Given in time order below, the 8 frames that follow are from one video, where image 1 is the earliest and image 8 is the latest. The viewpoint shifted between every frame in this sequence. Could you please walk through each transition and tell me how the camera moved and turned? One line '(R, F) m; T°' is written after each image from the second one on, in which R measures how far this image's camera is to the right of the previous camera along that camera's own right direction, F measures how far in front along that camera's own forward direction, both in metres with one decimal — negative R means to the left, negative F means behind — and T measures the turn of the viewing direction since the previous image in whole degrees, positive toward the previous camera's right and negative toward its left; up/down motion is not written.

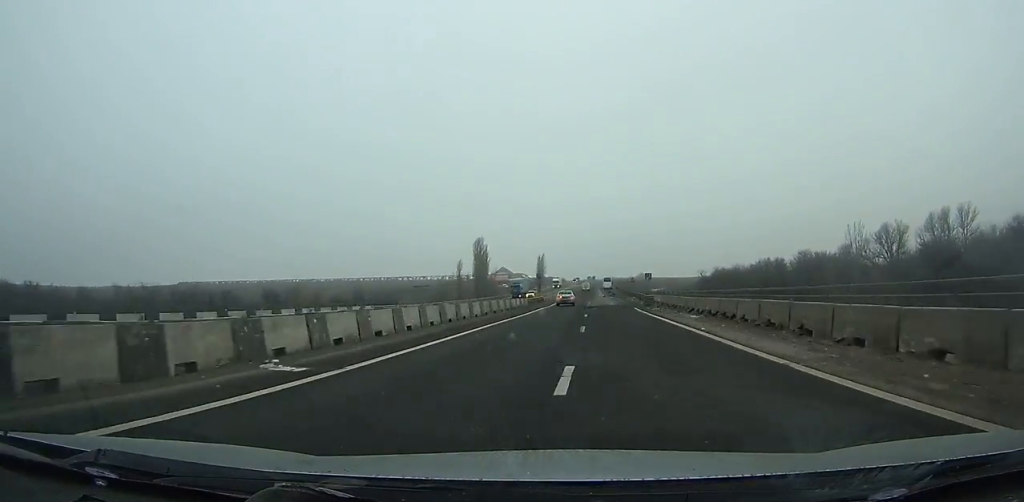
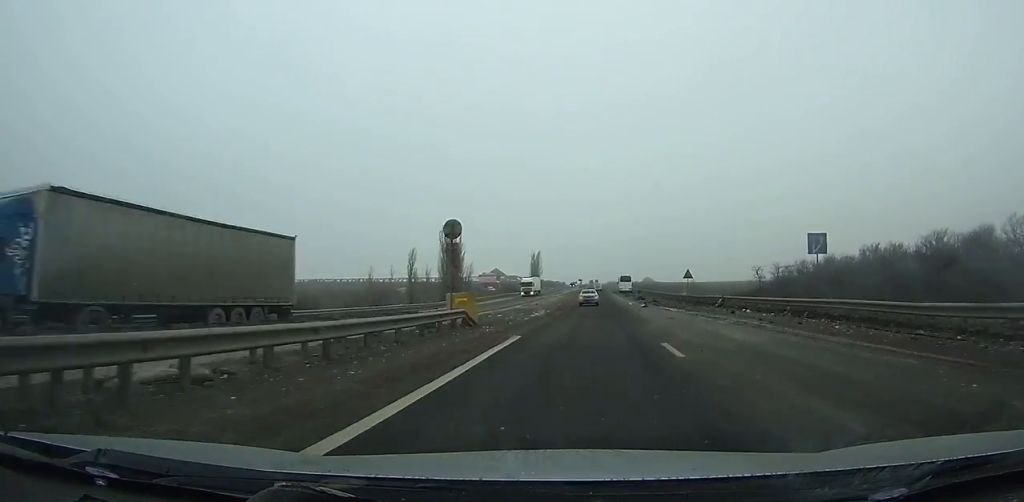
(-0.5, +55.3) m; 0°
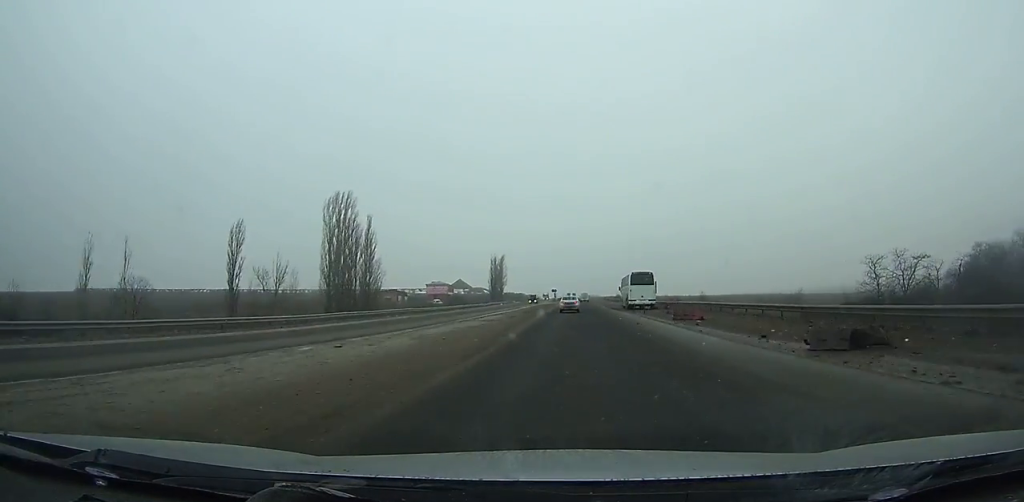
(+0.9, +62.6) m; +1°
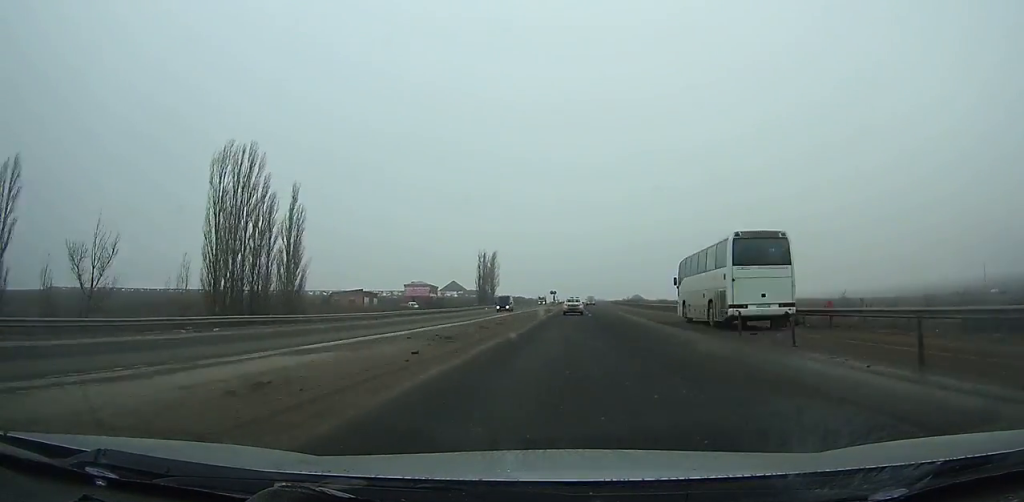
(+0.1, +34.2) m; 0°
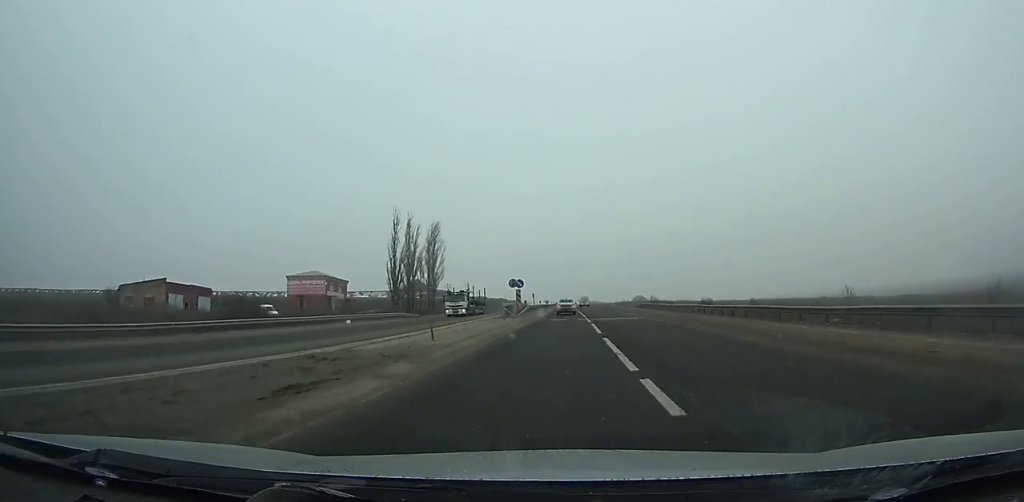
(+0.1, +78.8) m; 0°
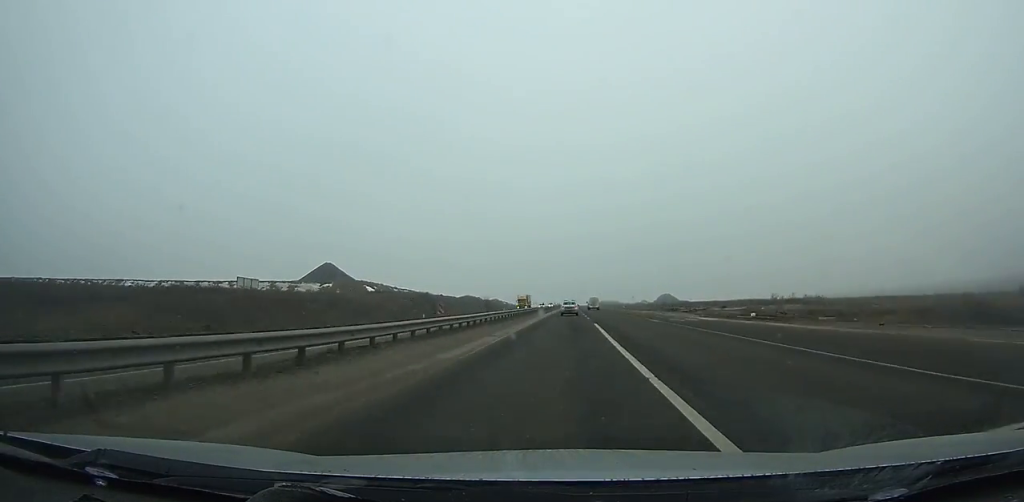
(0.0, +125.4) m; 0°
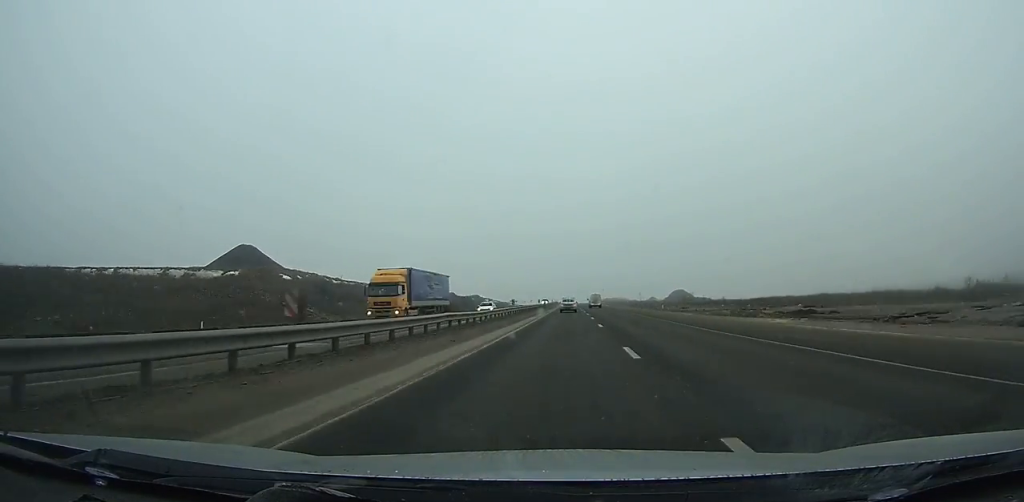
(-0.1, +51.7) m; 0°
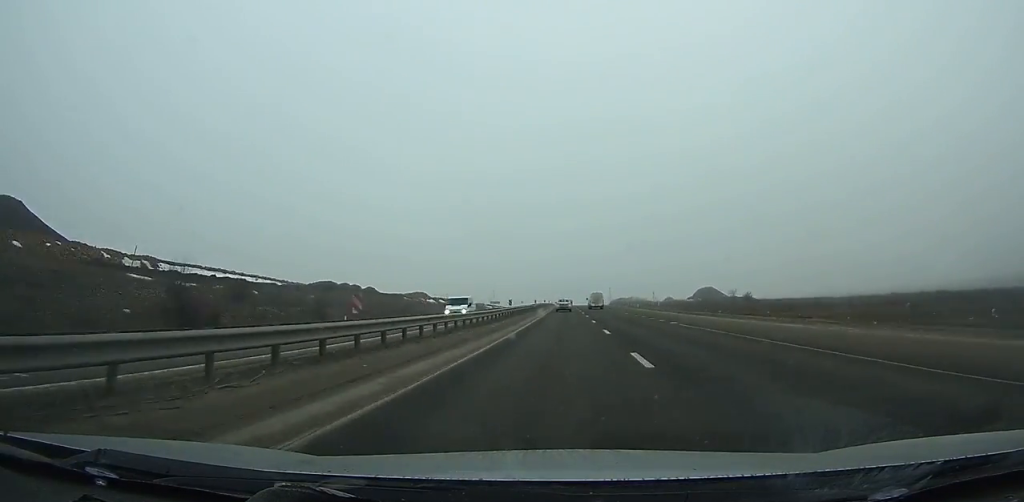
(-0.1, +77.2) m; 0°
